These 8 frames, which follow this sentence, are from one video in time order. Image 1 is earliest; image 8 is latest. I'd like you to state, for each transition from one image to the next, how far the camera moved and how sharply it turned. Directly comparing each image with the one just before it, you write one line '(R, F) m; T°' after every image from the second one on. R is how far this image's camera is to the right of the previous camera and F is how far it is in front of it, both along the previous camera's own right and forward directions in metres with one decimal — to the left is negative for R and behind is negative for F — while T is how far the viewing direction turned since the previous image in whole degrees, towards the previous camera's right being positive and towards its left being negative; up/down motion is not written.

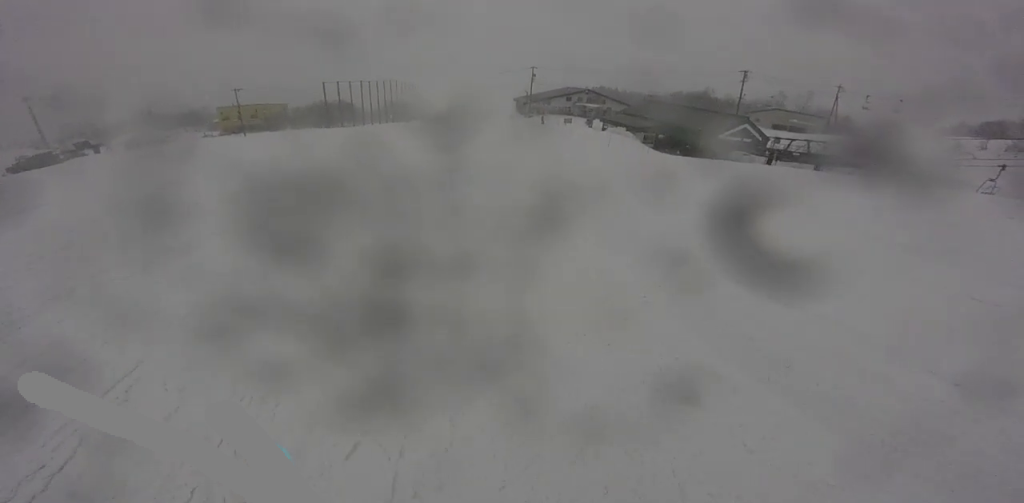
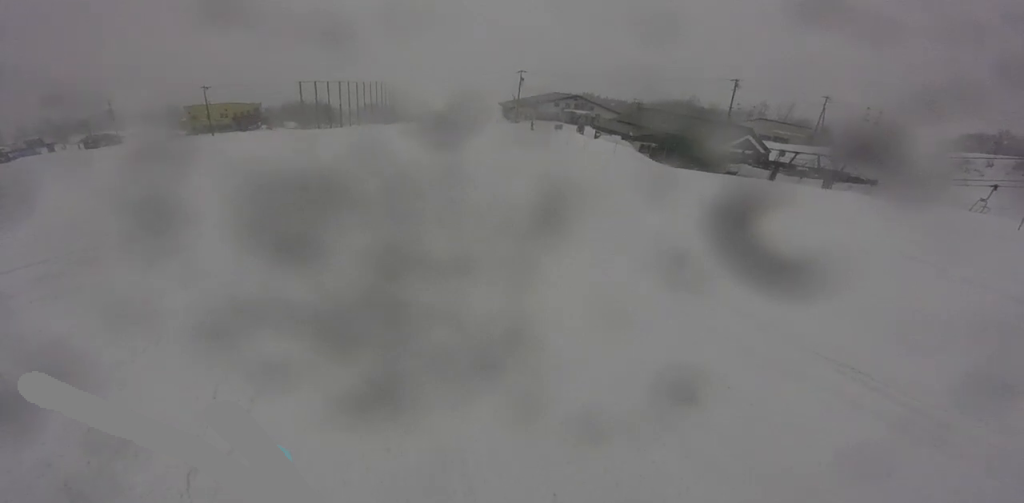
(0.0, +3.5) m; +7°
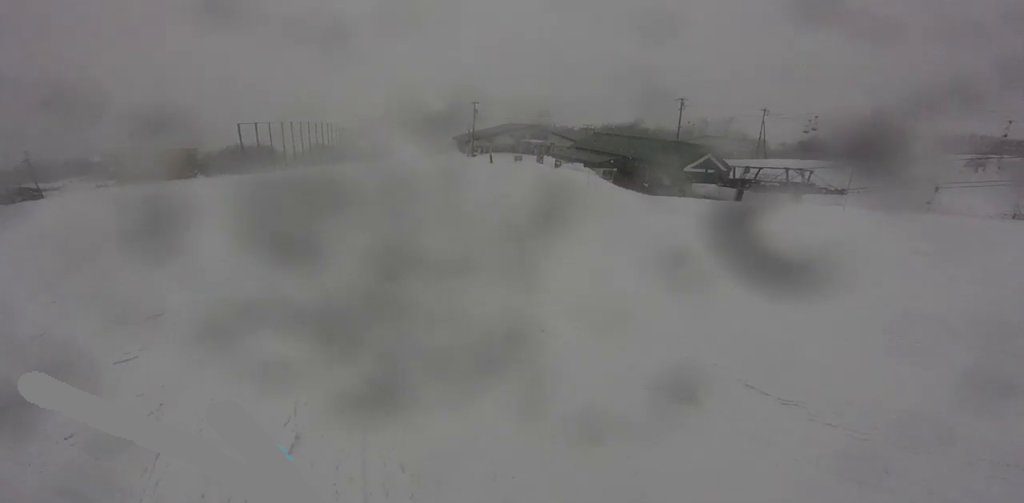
(-0.3, +3.2) m; +10°
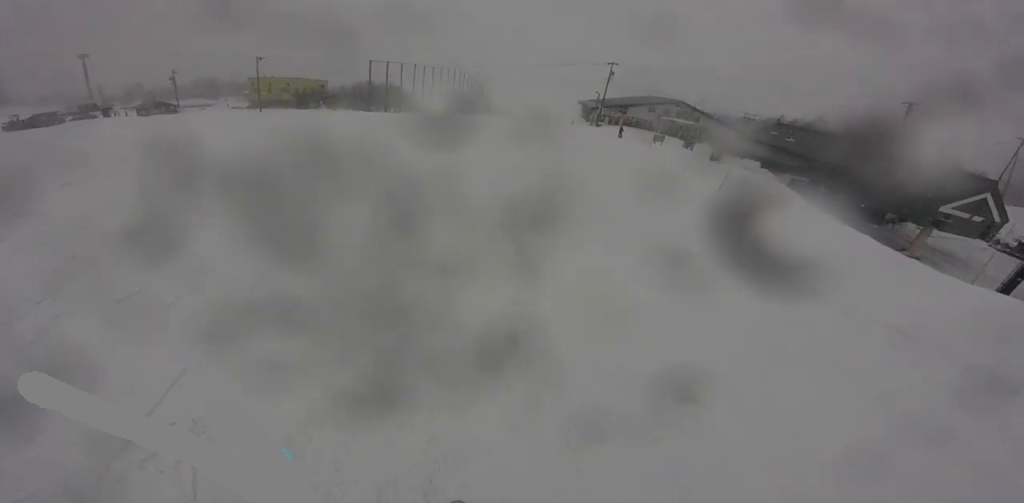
(+0.4, +11.0) m; -9°
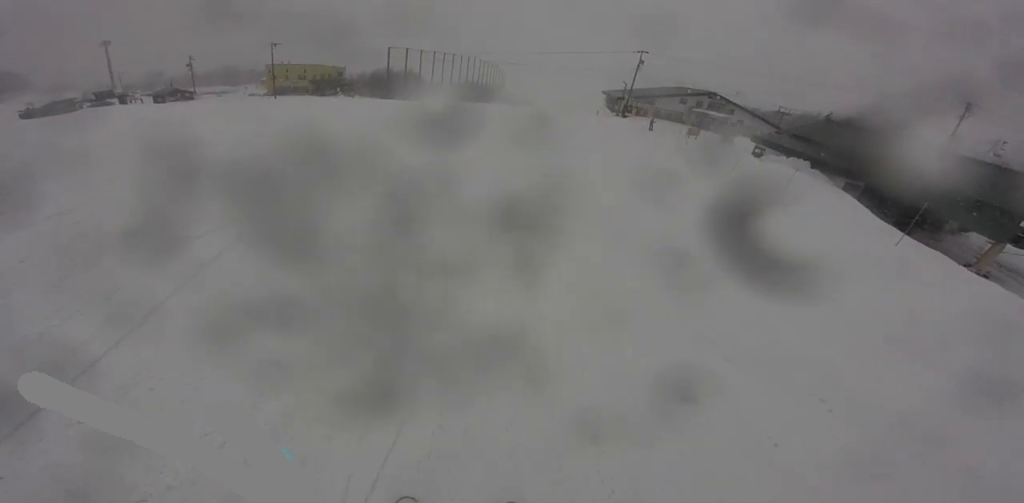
(+0.3, +2.8) m; +6°
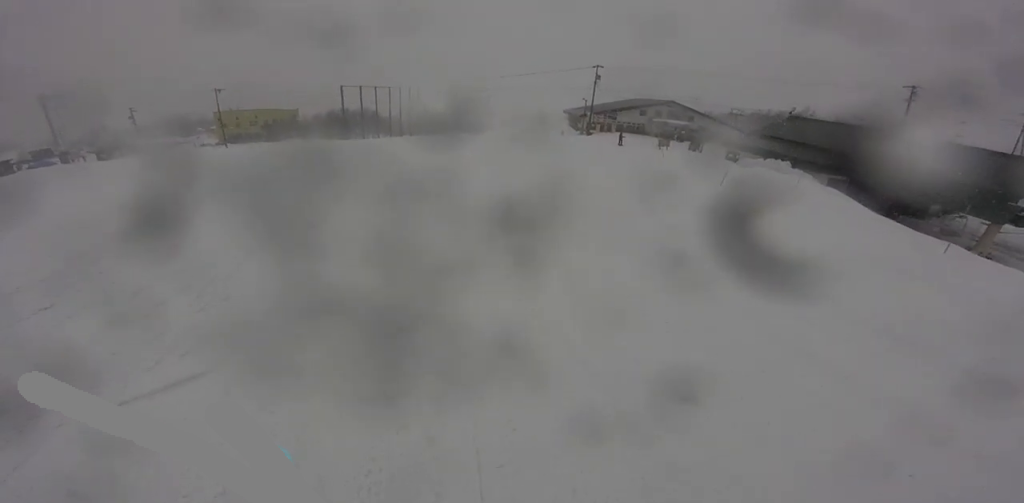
(+0.1, +2.5) m; +5°
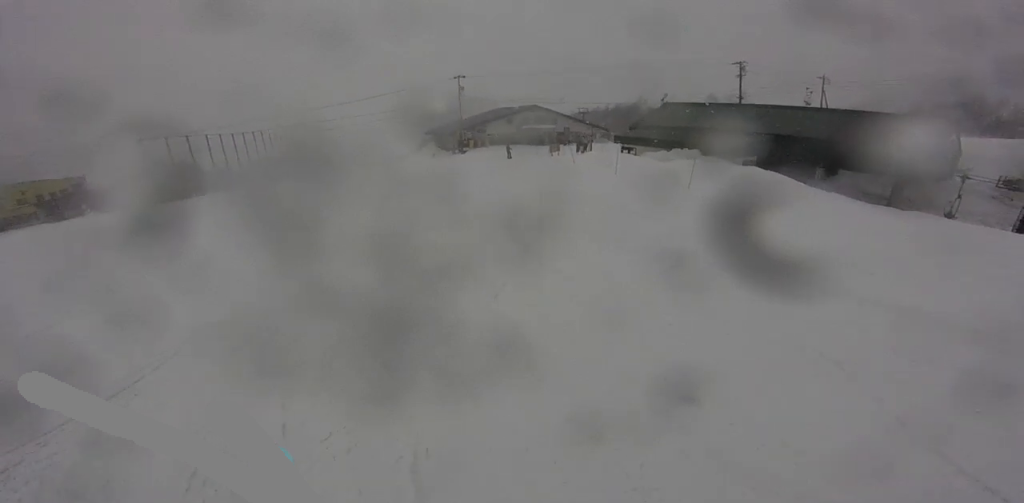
(+1.1, +7.5) m; +10°
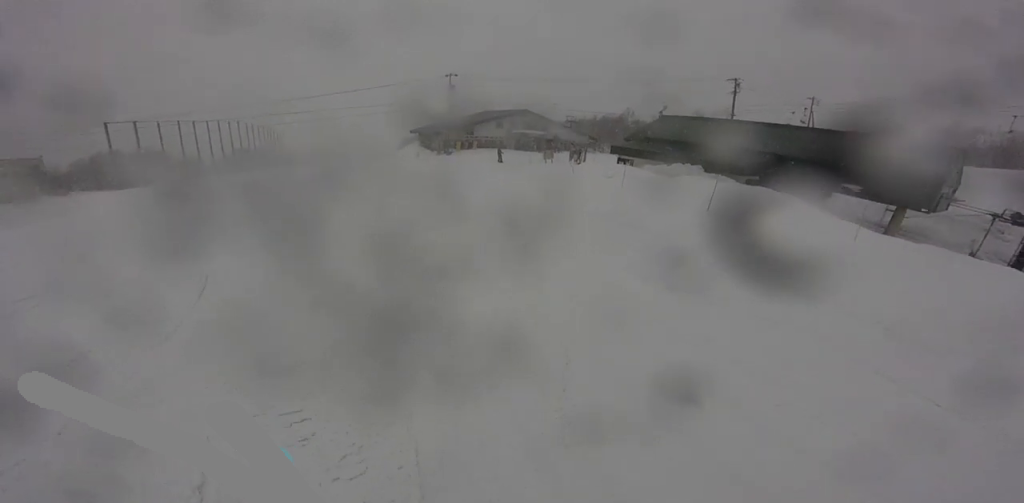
(+0.2, +2.1) m; +1°
